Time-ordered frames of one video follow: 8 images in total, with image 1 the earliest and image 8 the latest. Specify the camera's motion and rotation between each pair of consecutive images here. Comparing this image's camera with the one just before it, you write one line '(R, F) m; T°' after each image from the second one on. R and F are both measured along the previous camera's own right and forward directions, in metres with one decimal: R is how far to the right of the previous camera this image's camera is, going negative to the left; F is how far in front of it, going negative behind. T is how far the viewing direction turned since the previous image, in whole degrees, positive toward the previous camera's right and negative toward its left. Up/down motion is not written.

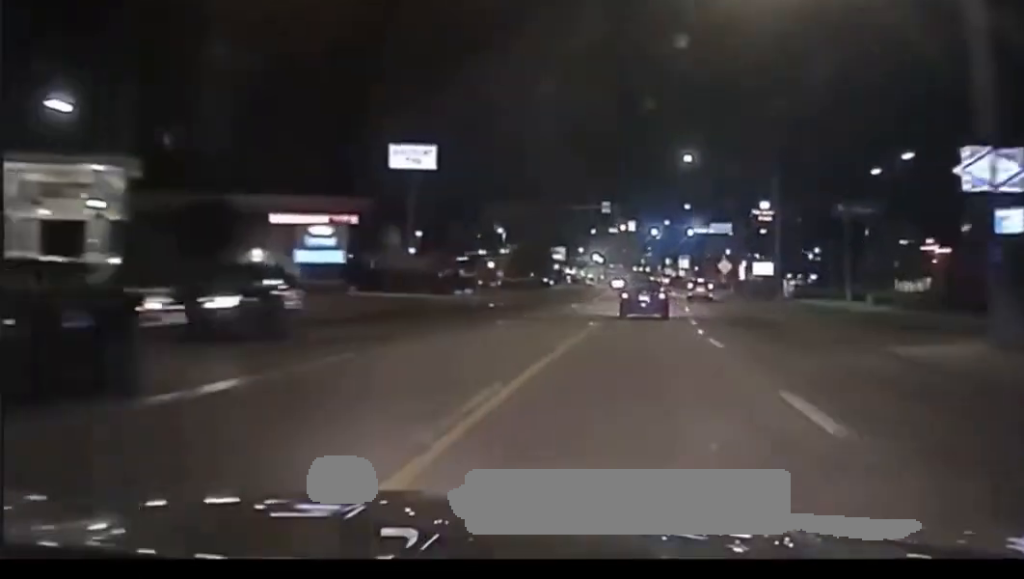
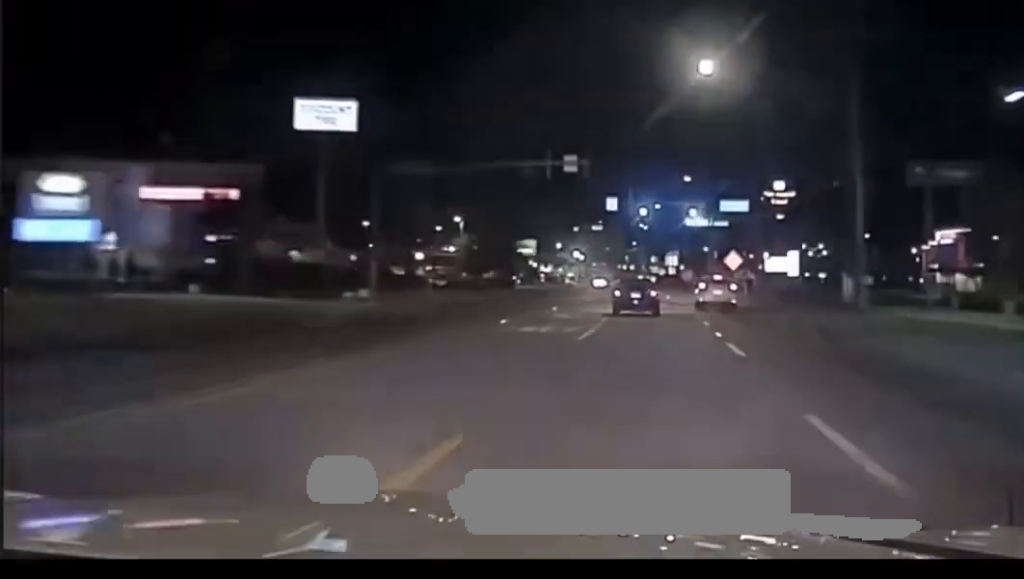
(0.0, +26.2) m; 0°
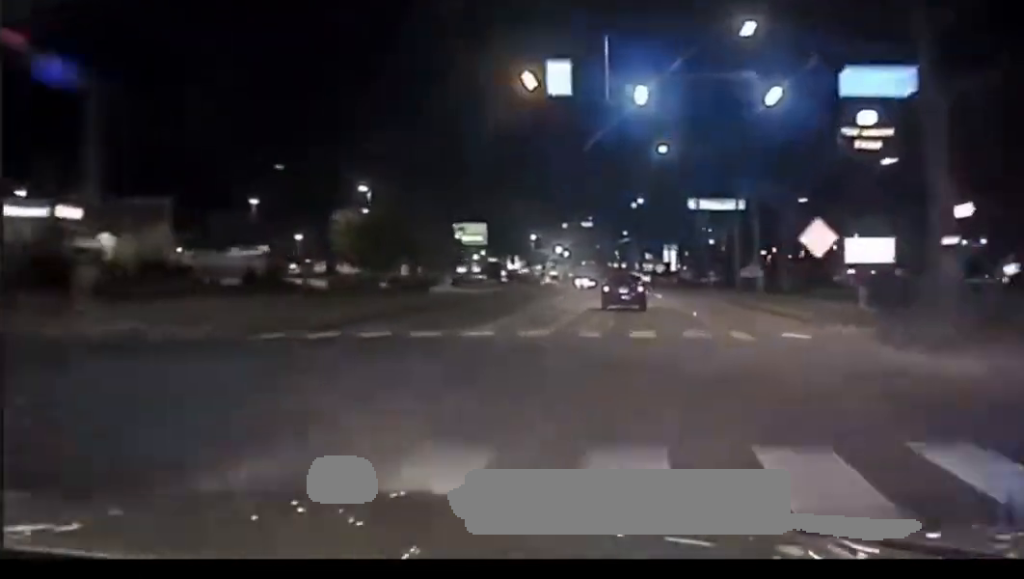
(+0.2, +46.2) m; 0°
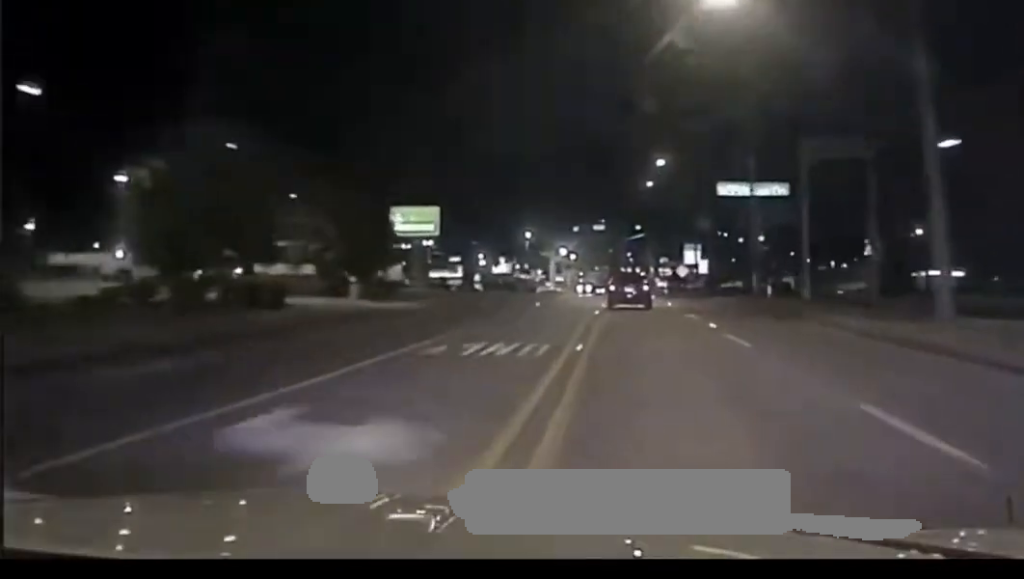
(+0.2, +37.8) m; 0°
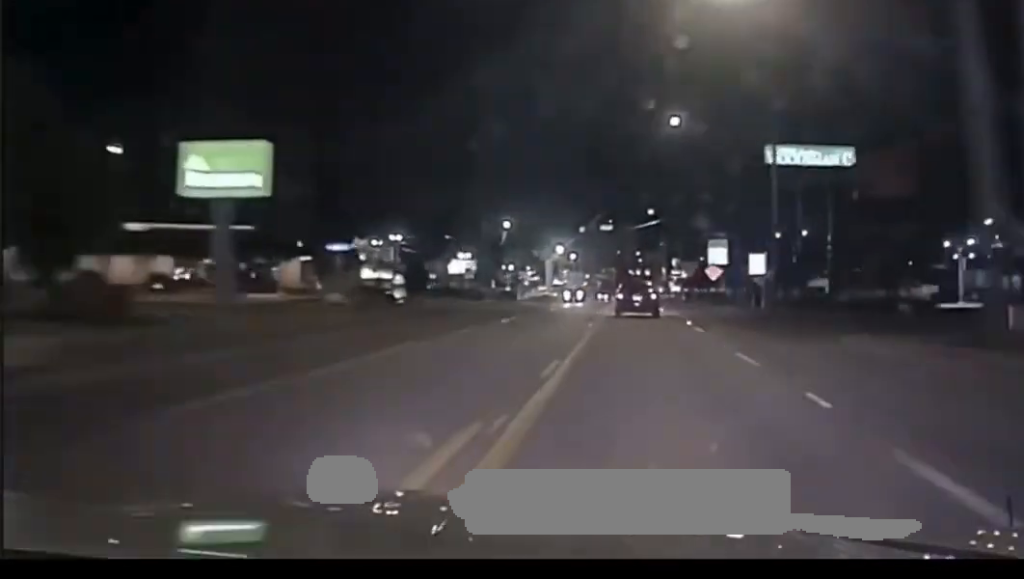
(-0.1, +41.6) m; 0°
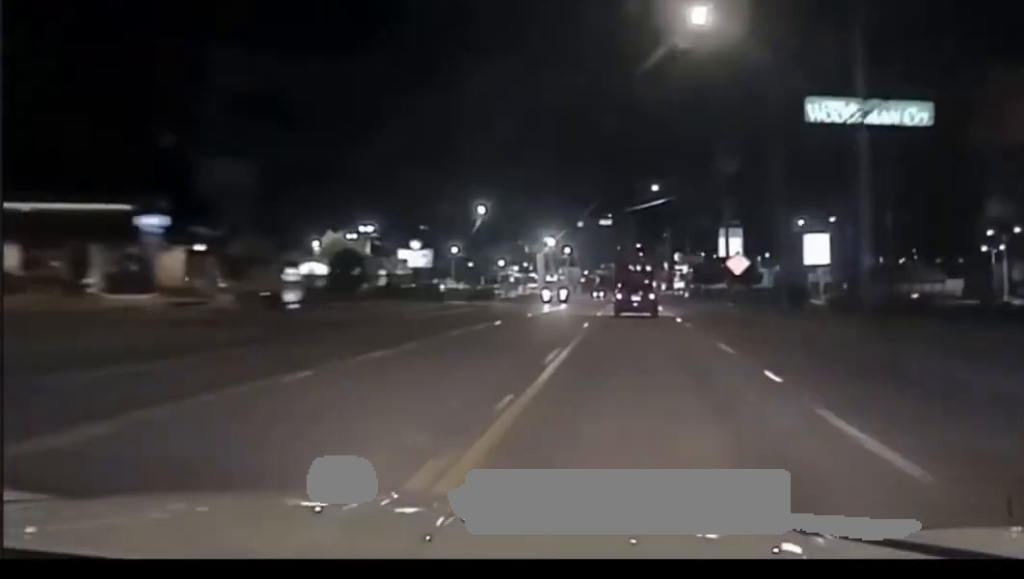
(0.0, +19.9) m; 0°
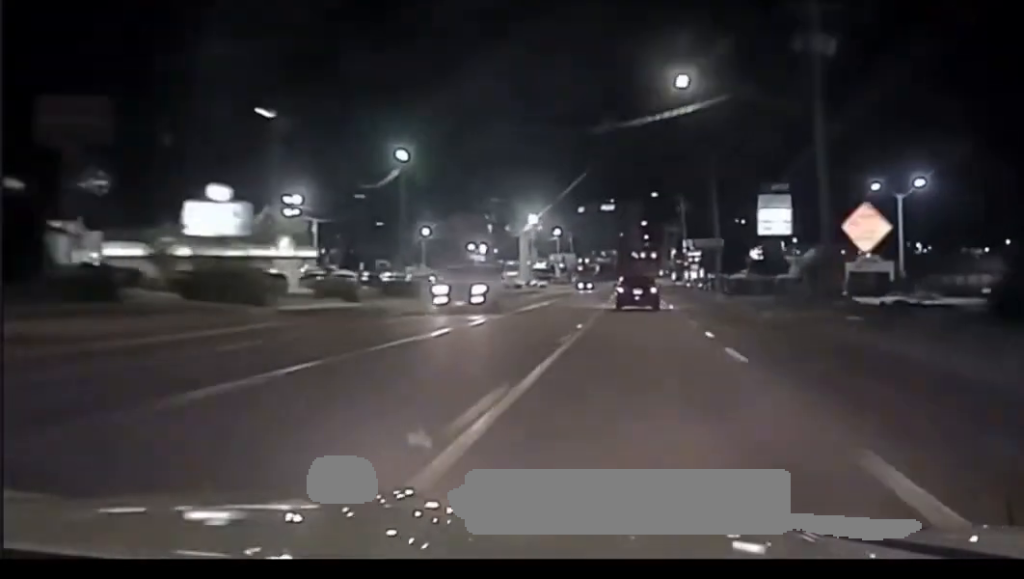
(0.0, +36.0) m; 0°
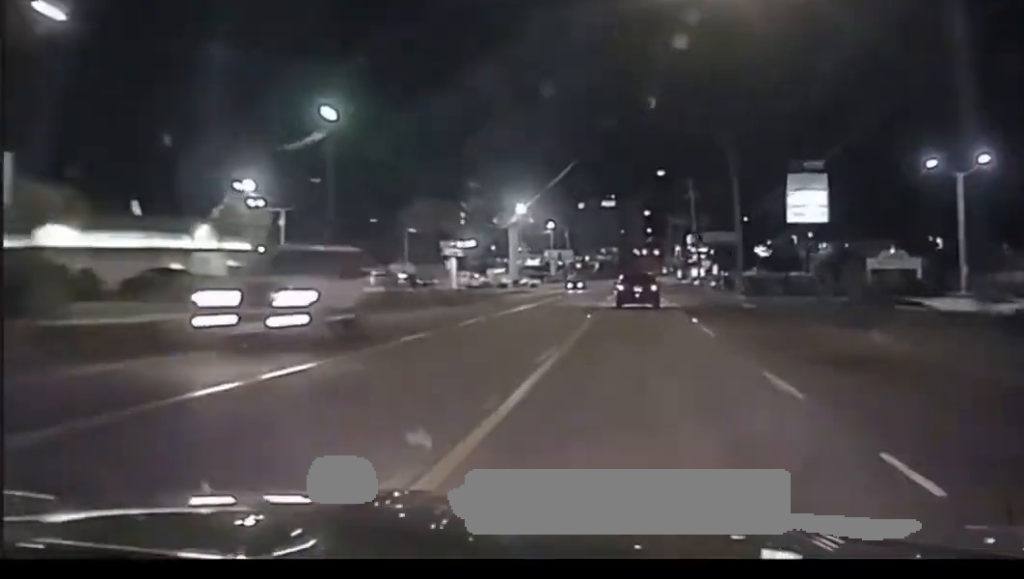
(+0.1, +16.0) m; 0°
